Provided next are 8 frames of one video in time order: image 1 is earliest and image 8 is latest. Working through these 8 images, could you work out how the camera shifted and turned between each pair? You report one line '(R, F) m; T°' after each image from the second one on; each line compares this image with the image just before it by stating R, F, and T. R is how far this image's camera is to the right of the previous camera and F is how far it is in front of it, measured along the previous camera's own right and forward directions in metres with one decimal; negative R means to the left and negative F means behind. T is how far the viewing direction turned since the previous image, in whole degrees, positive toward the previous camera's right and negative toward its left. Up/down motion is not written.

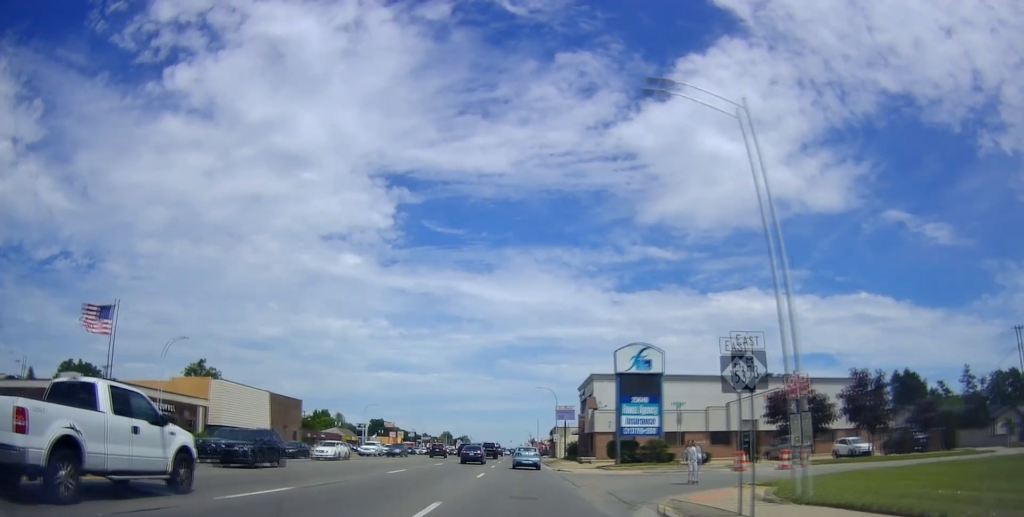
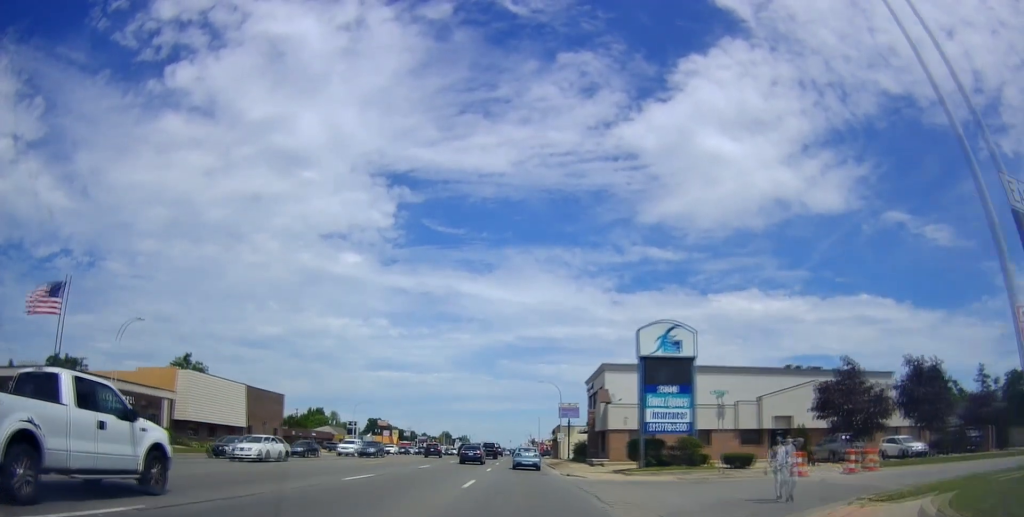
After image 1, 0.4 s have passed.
(0.0, +6.9) m; 0°
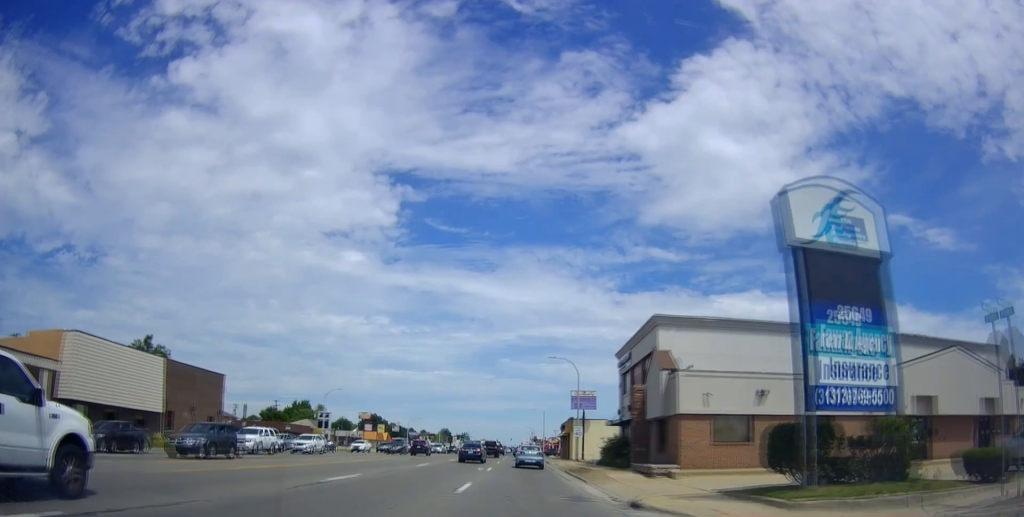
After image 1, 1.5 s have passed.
(0.0, +17.7) m; 0°
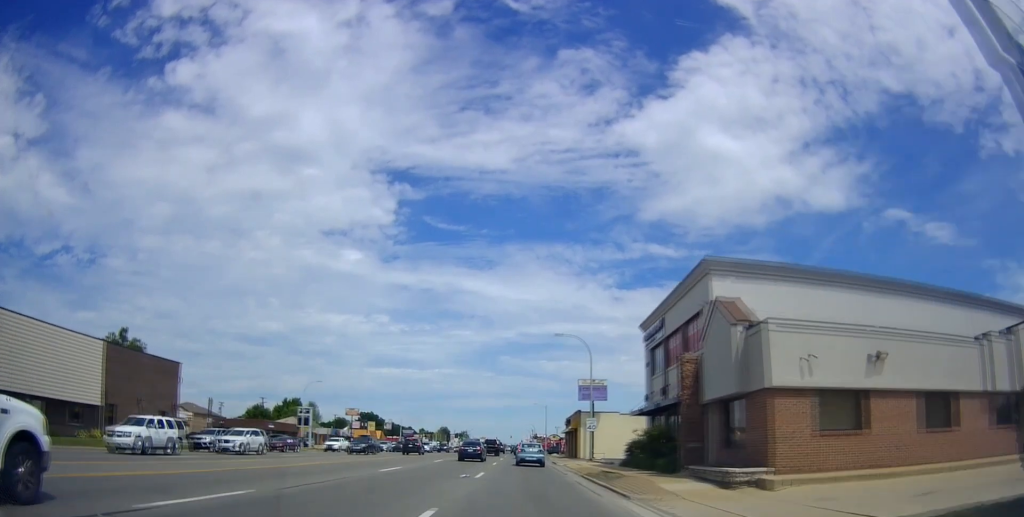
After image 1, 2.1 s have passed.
(0.0, +9.1) m; +1°
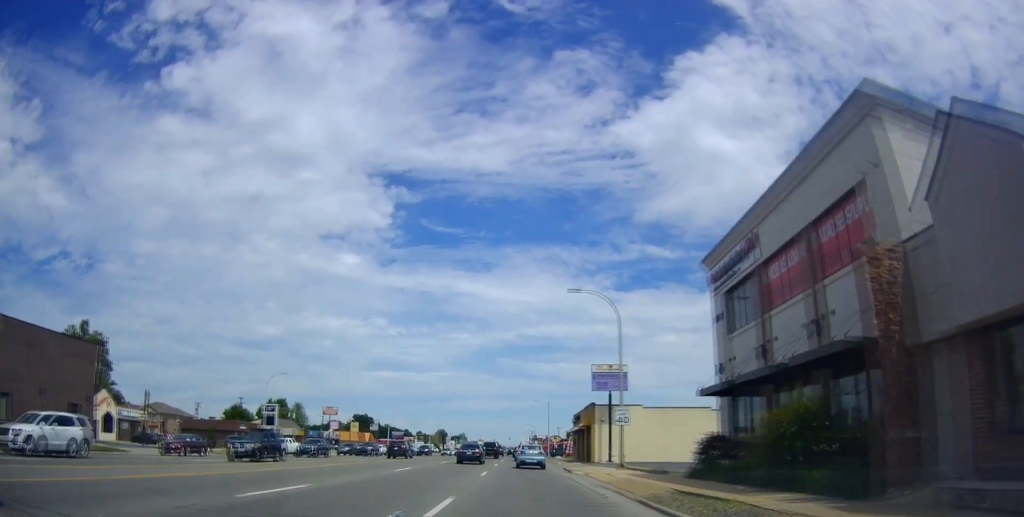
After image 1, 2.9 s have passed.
(+0.1, +12.7) m; +2°
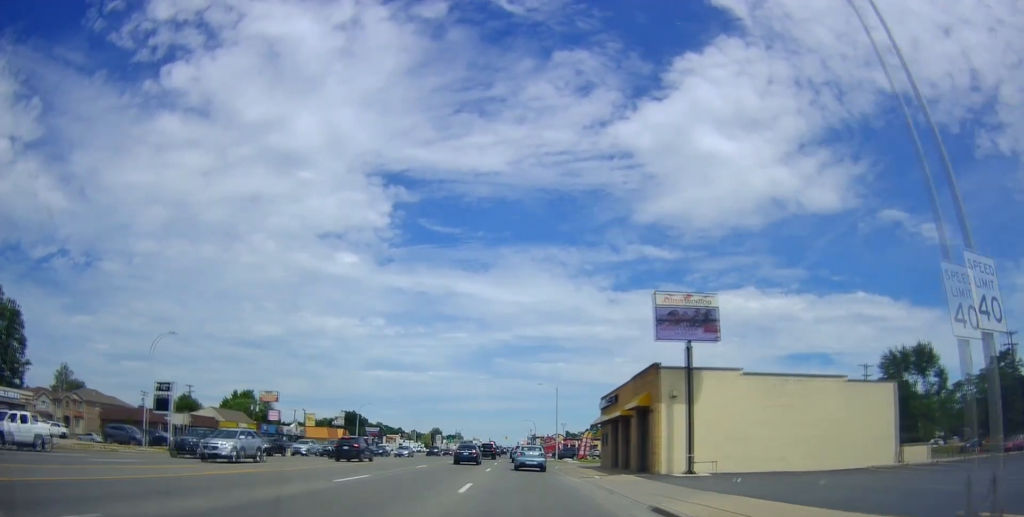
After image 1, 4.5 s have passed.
(+0.7, +24.7) m; +2°
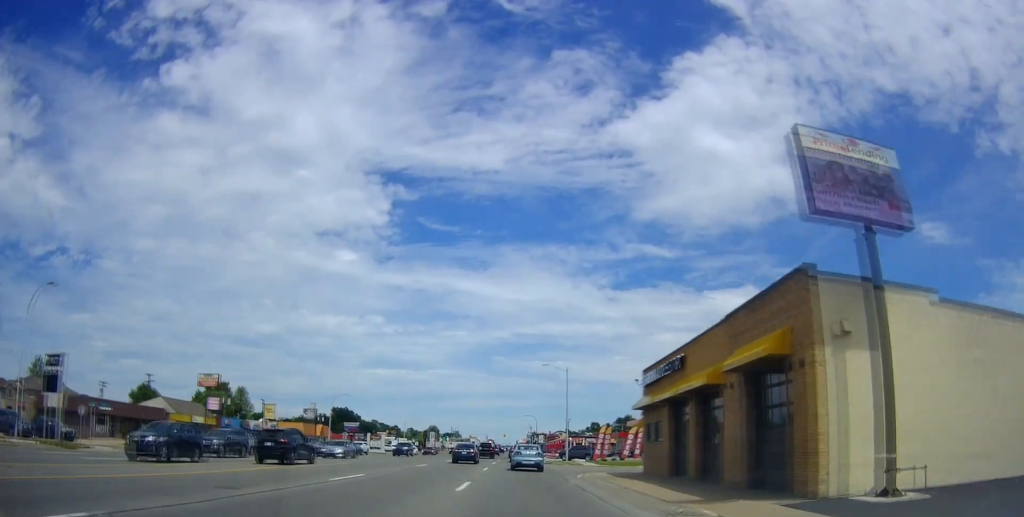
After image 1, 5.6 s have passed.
(0.0, +15.7) m; -2°
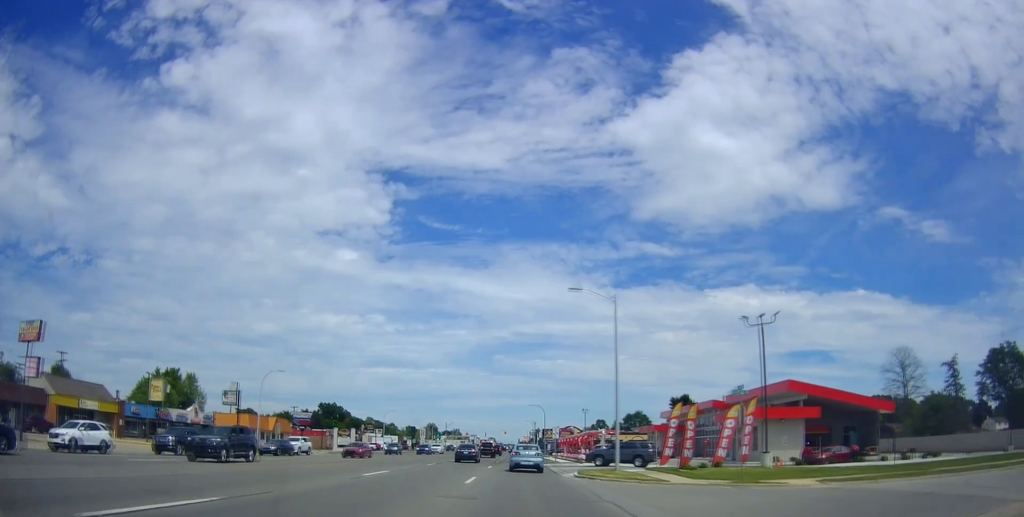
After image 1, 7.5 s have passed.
(-0.2, +26.4) m; +2°
